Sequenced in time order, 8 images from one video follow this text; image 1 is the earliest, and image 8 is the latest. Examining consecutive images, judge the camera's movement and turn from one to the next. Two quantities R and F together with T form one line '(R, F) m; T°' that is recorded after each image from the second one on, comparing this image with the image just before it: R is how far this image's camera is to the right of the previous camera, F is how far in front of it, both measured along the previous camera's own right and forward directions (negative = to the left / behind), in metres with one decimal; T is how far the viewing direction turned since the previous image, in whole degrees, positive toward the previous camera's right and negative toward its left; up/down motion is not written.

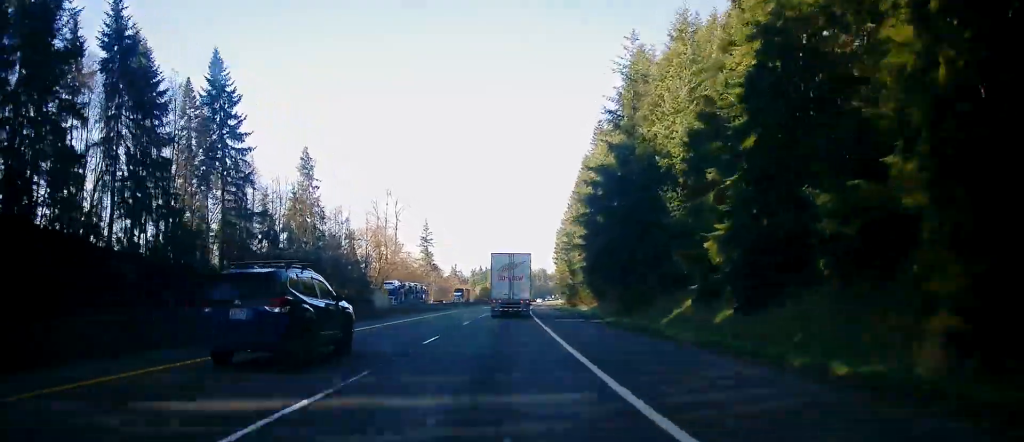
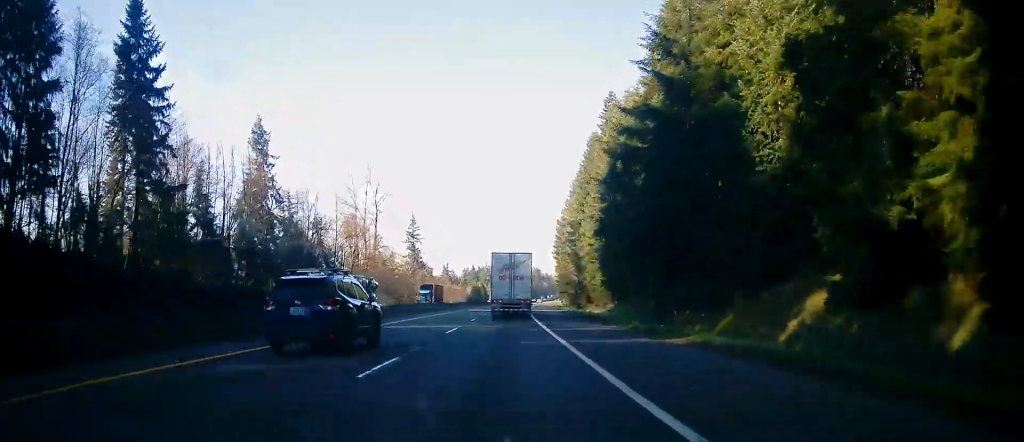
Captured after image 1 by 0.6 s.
(+0.3, +18.5) m; +1°
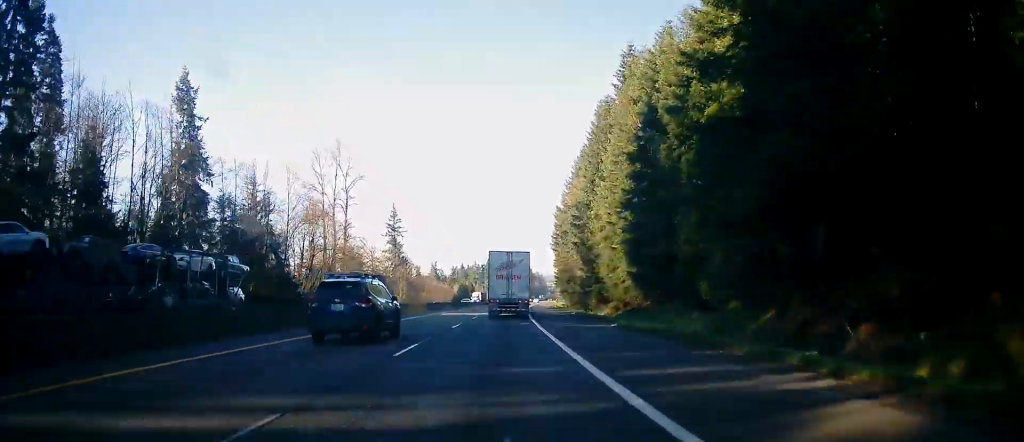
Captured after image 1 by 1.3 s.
(+0.1, +20.7) m; +1°
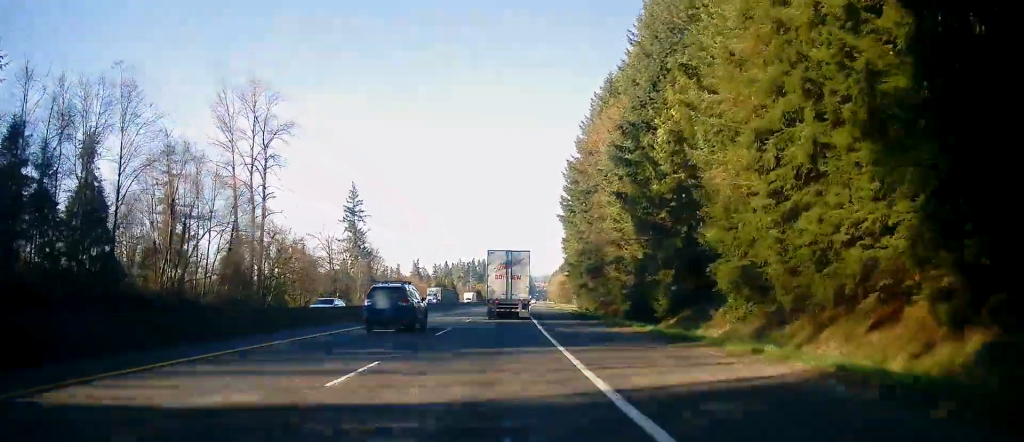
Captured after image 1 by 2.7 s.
(+0.8, +40.7) m; +1°
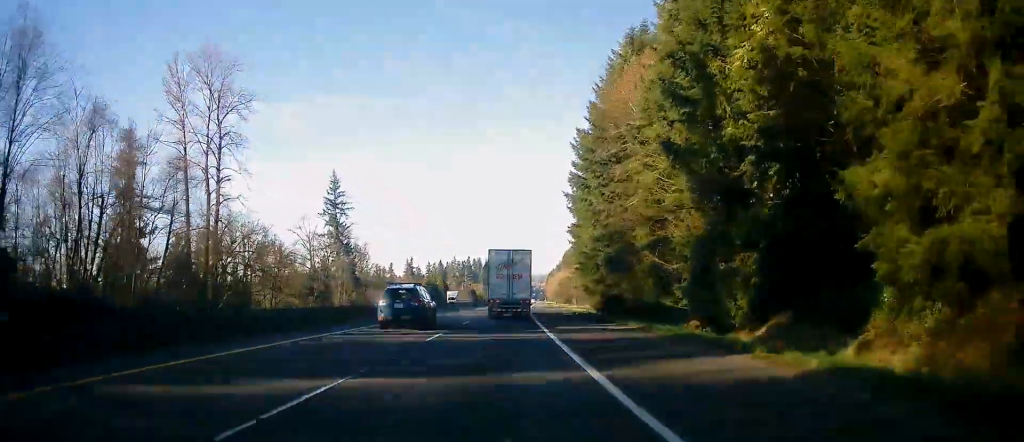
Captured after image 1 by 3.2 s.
(0.0, +14.9) m; 0°
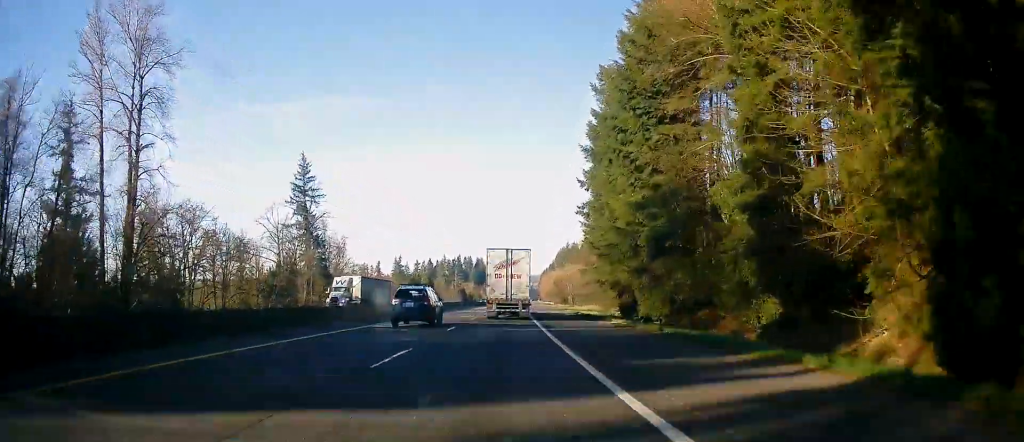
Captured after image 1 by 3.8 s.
(-0.3, +18.8) m; 0°
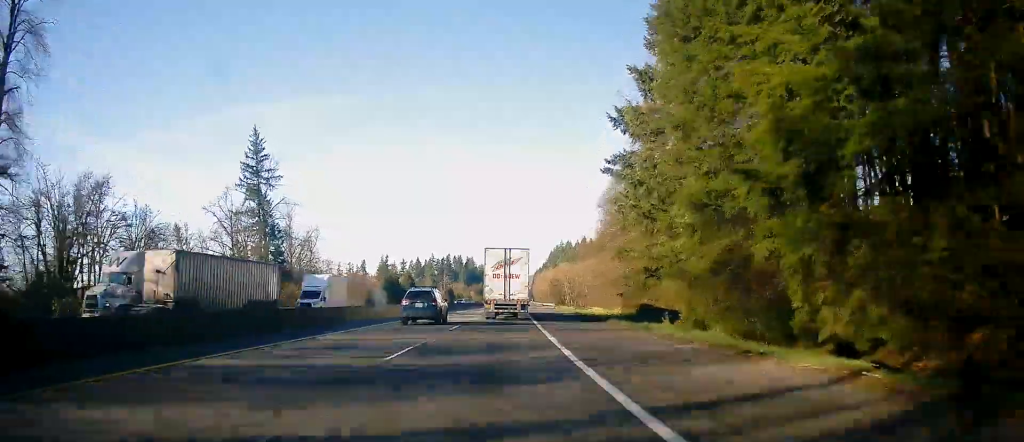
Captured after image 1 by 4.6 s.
(+0.5, +22.7) m; +1°
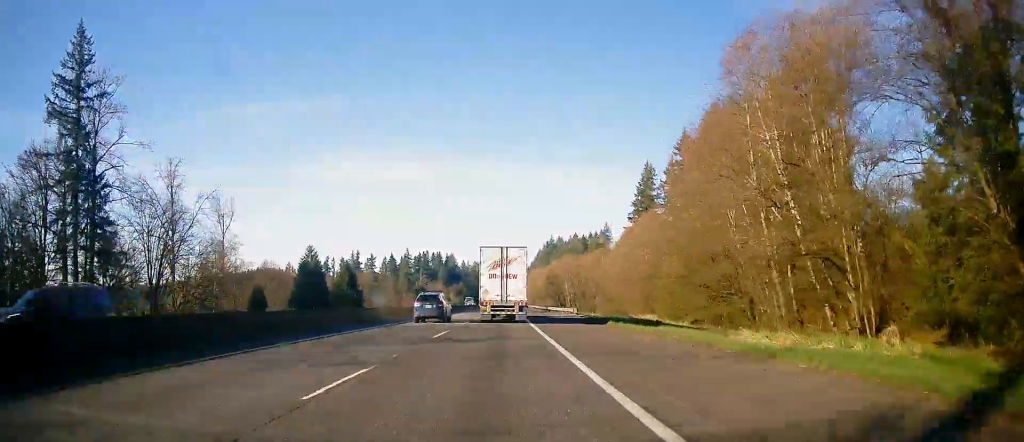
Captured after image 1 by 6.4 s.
(+0.5, +52.8) m; +2°
